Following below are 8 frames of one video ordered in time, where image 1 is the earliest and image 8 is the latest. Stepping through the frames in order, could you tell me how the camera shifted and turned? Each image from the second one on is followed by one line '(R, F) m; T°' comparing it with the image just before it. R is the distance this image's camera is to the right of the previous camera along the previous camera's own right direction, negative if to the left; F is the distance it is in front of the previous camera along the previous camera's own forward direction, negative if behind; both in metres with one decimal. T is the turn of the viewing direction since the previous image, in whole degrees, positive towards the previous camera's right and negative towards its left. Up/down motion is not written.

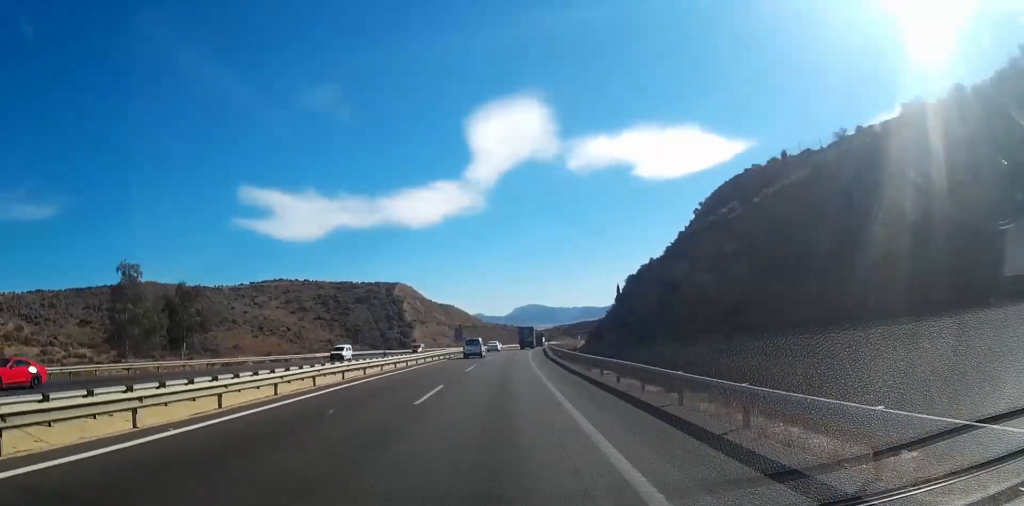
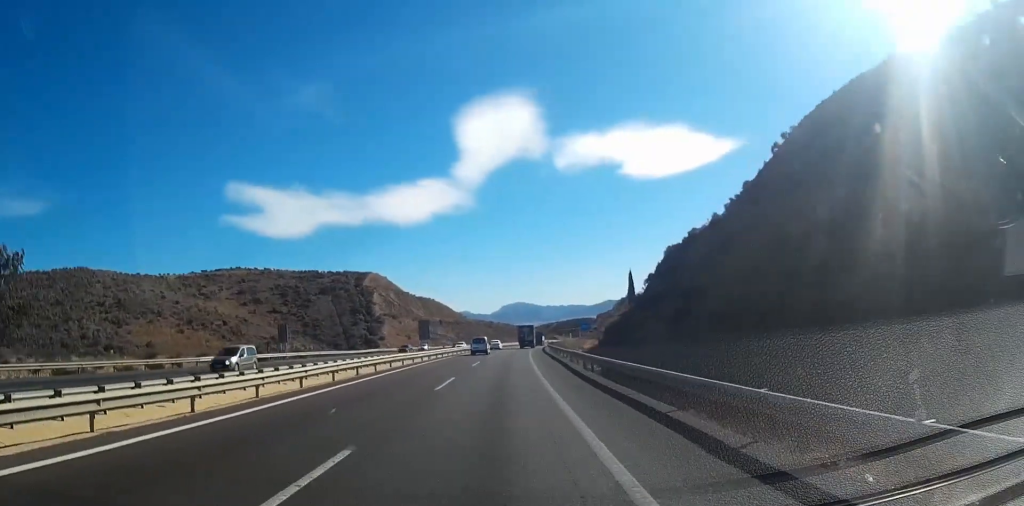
(+0.5, +28.4) m; +2°
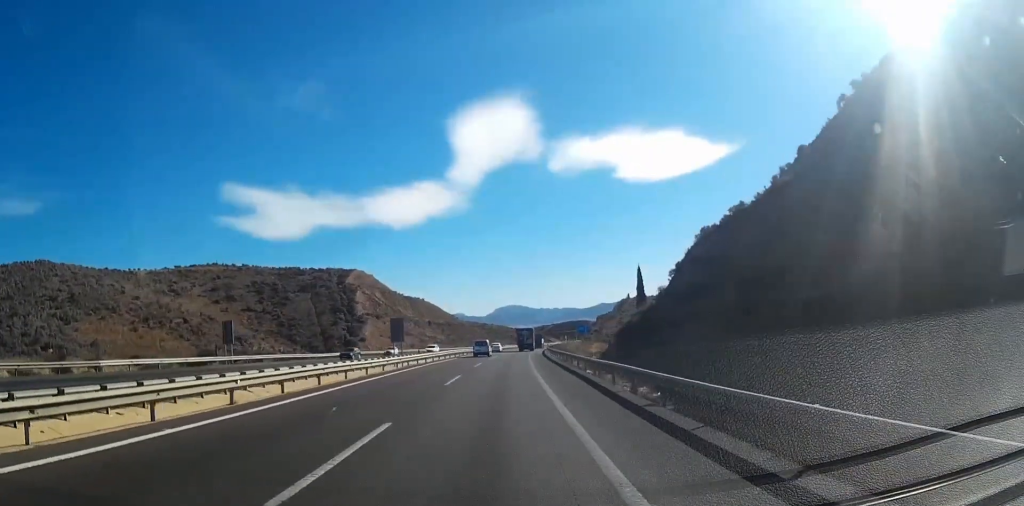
(0.0, +13.8) m; +1°
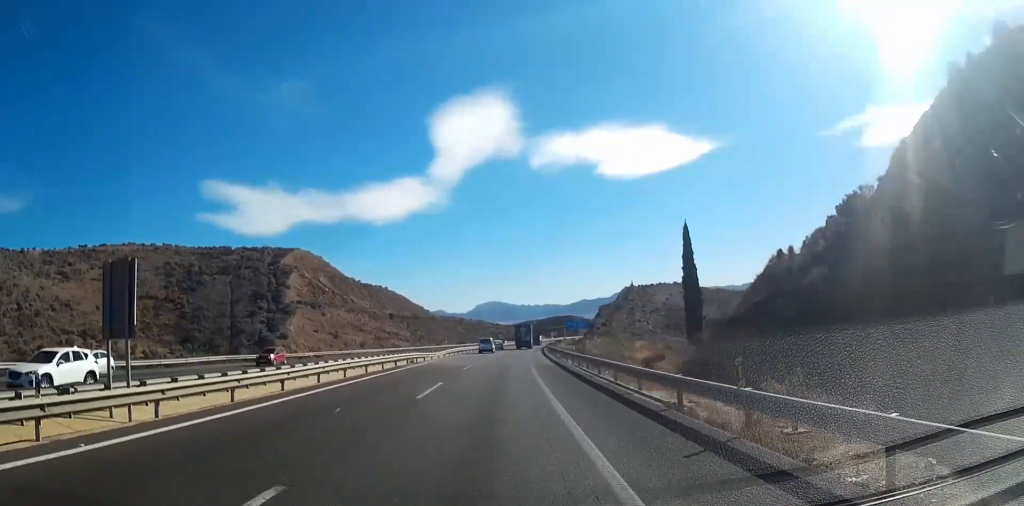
(+0.7, +39.7) m; +2°
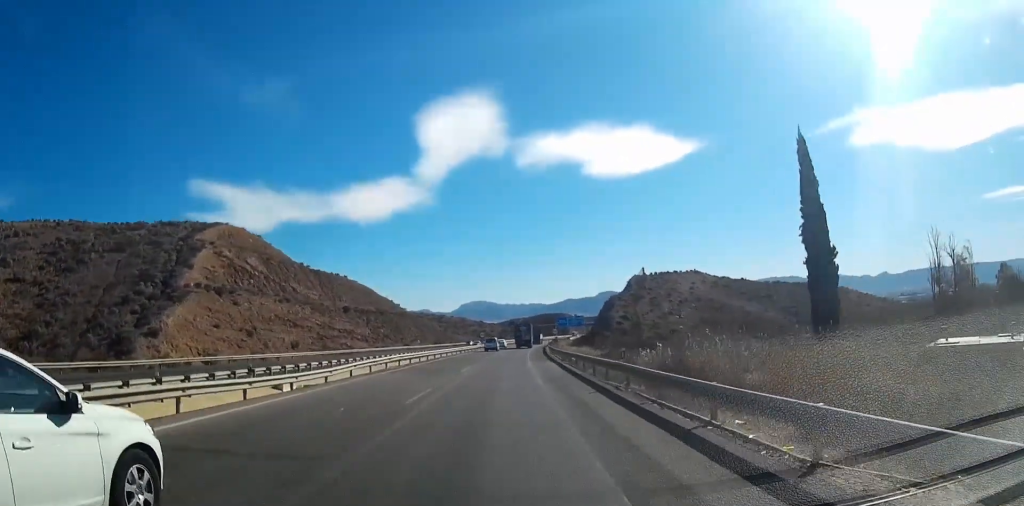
(+0.5, +35.2) m; +1°
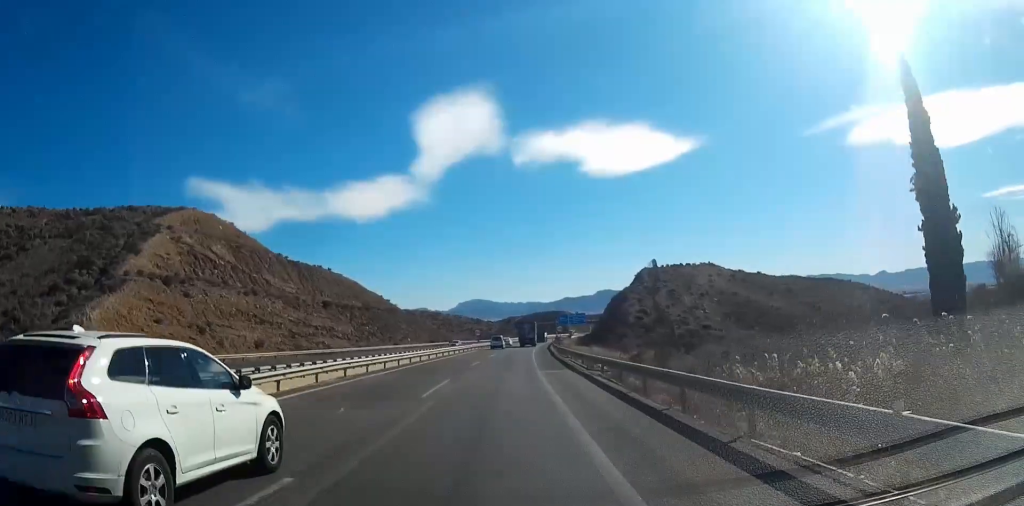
(0.0, +13.9) m; 0°
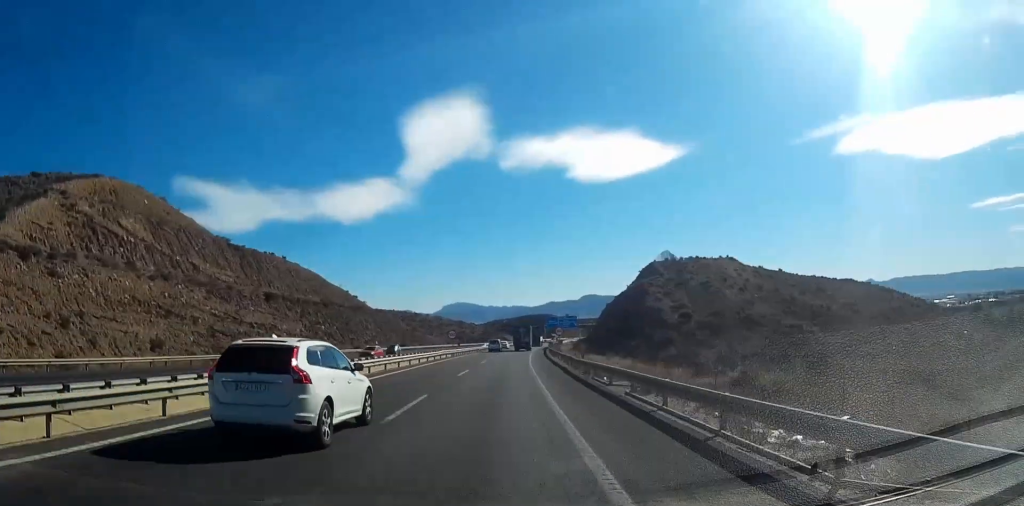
(+0.2, +23.1) m; +1°
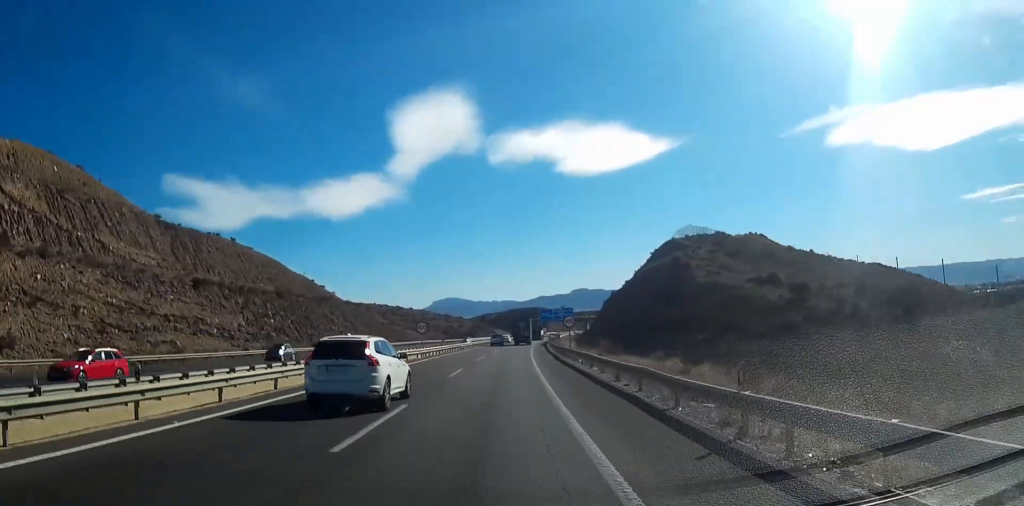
(+0.1, +21.2) m; +1°
